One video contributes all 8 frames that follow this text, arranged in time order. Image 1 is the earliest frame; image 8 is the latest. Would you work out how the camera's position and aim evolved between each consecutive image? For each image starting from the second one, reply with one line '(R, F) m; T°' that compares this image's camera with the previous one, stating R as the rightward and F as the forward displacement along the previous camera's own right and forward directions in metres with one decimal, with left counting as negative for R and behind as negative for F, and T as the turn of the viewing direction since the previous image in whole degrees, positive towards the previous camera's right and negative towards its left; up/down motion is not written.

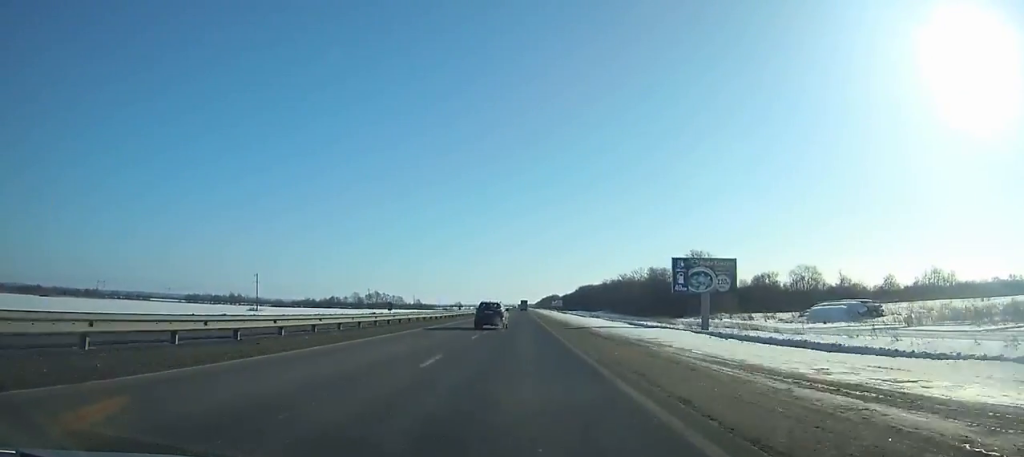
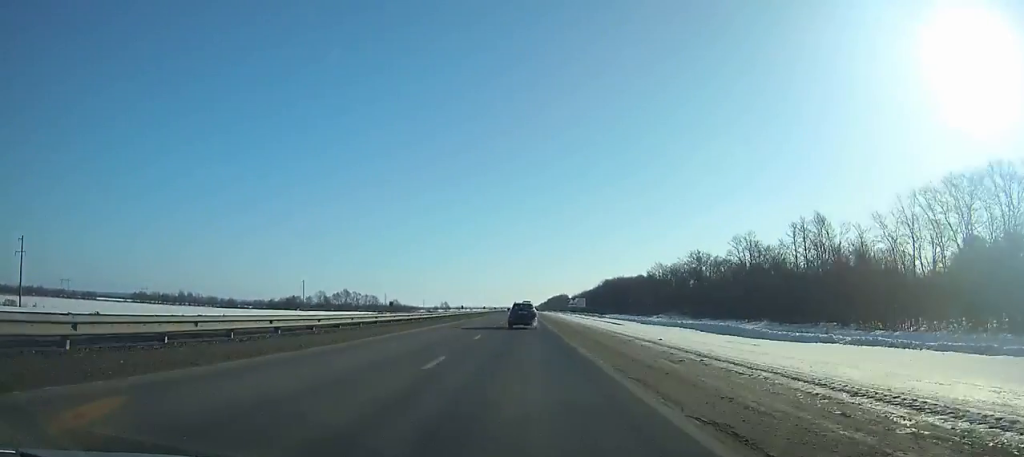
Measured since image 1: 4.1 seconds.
(-0.4, +108.0) m; 0°
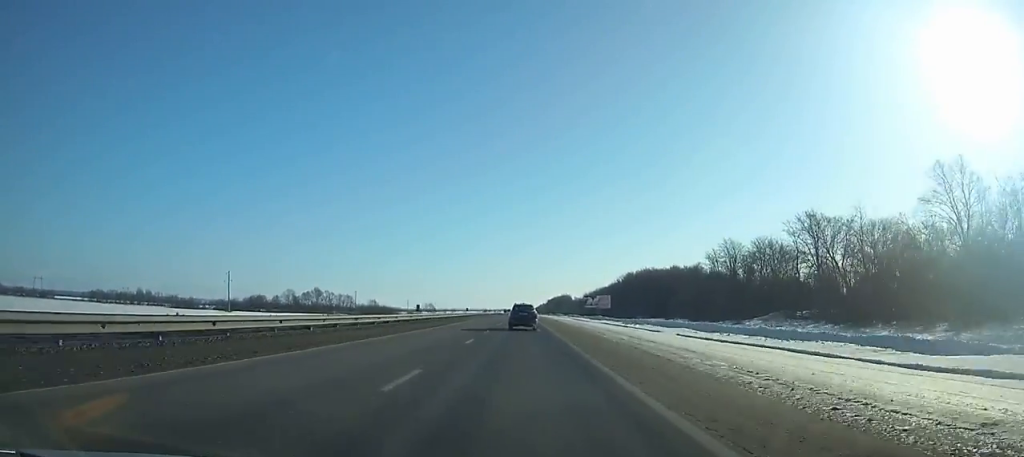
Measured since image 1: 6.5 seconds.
(-0.1, +62.6) m; 0°
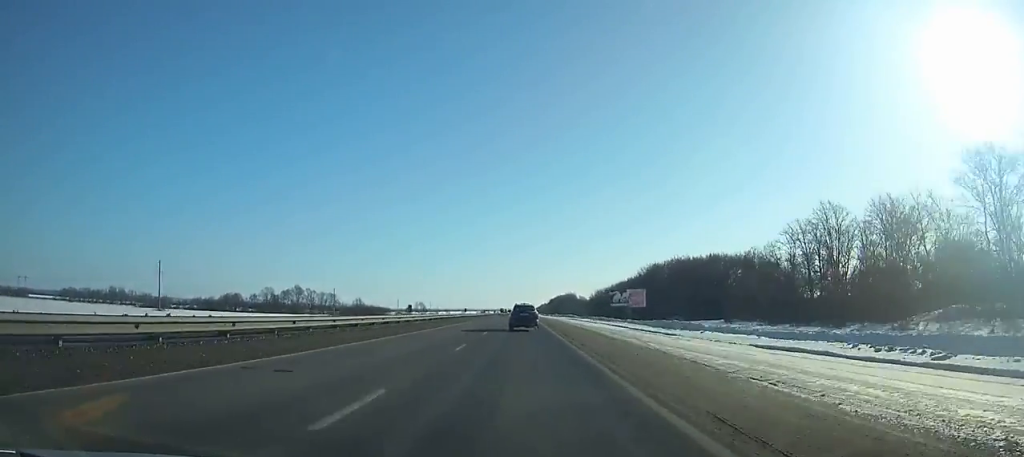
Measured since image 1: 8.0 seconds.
(0.0, +38.6) m; 0°
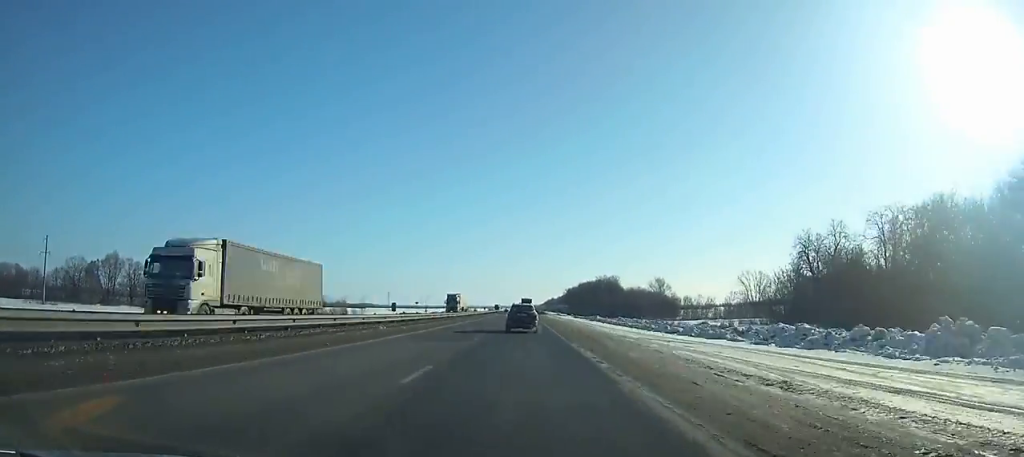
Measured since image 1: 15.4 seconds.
(-0.3, +186.6) m; 0°
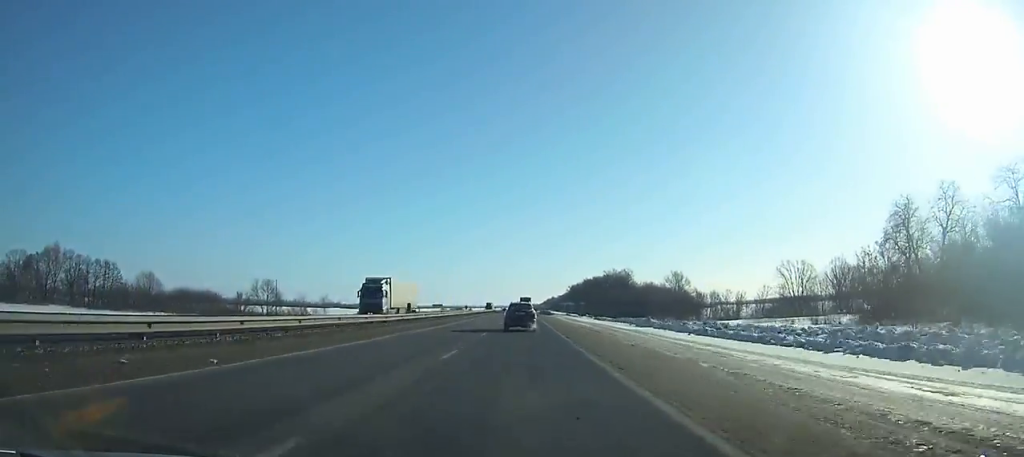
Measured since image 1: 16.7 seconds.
(0.0, +32.1) m; 0°
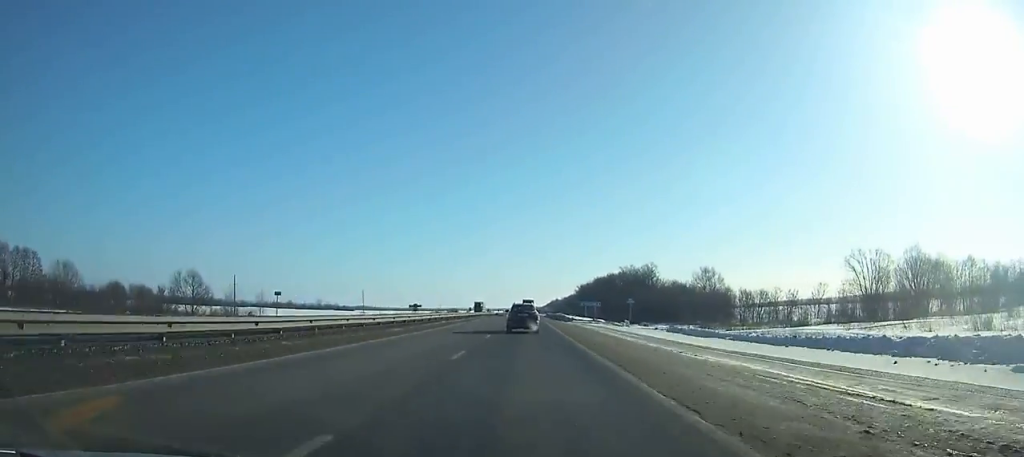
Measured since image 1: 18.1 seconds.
(0.0, +34.6) m; 0°
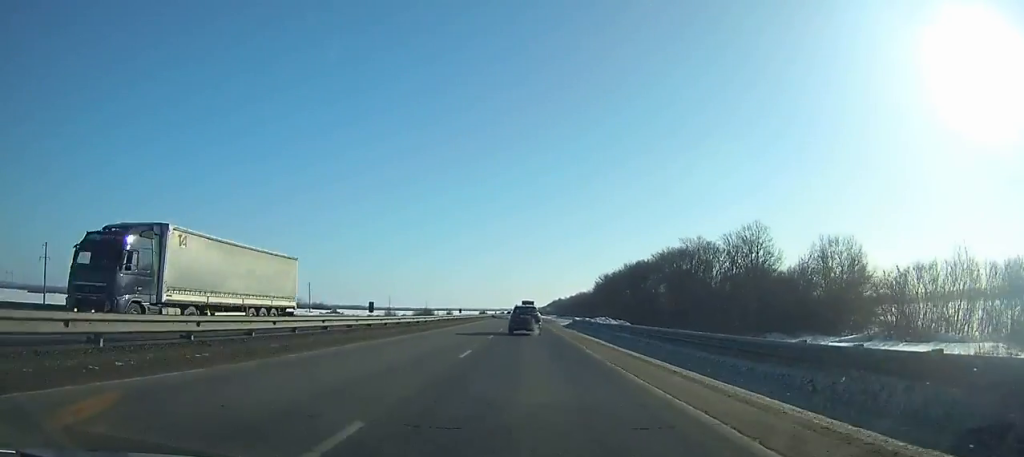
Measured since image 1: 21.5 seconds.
(+0.1, +83.7) m; 0°
